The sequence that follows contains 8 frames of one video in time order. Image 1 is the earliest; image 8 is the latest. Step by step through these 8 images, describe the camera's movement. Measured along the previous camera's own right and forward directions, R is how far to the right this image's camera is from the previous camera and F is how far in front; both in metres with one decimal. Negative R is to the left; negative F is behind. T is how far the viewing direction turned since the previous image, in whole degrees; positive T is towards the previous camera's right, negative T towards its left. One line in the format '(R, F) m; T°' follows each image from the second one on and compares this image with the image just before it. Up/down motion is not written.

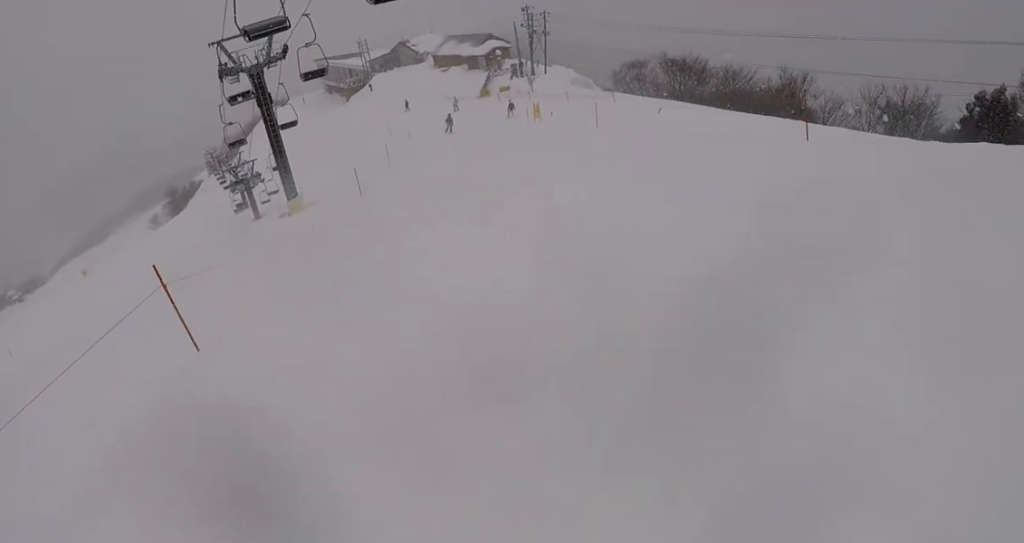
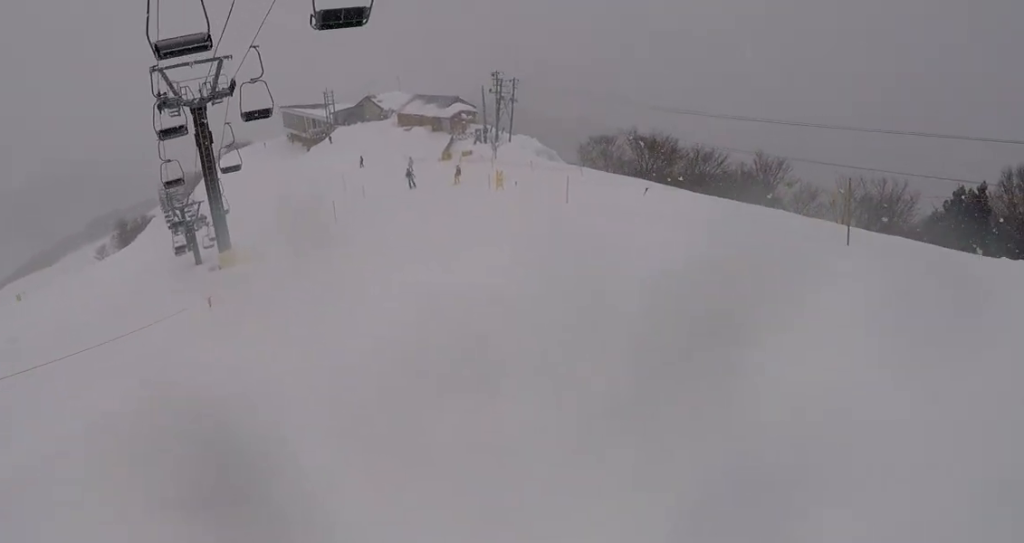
(+0.9, +3.4) m; +6°
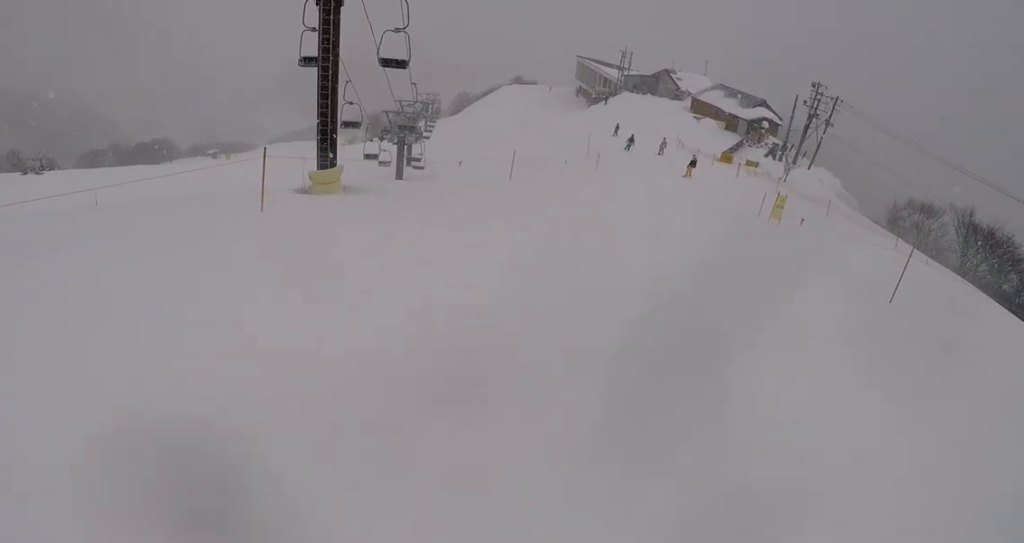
(-0.1, +12.2) m; -4°
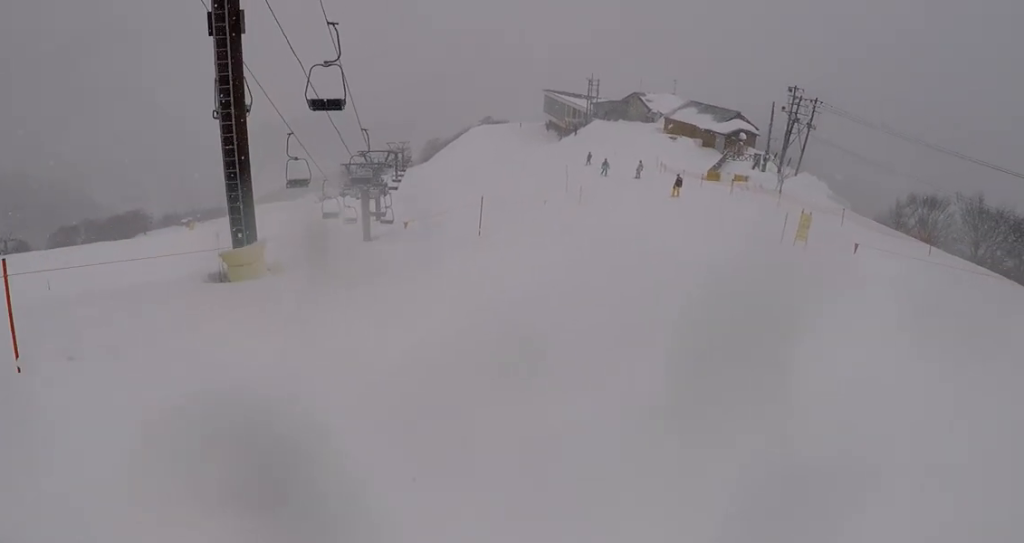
(0.0, +4.9) m; -1°
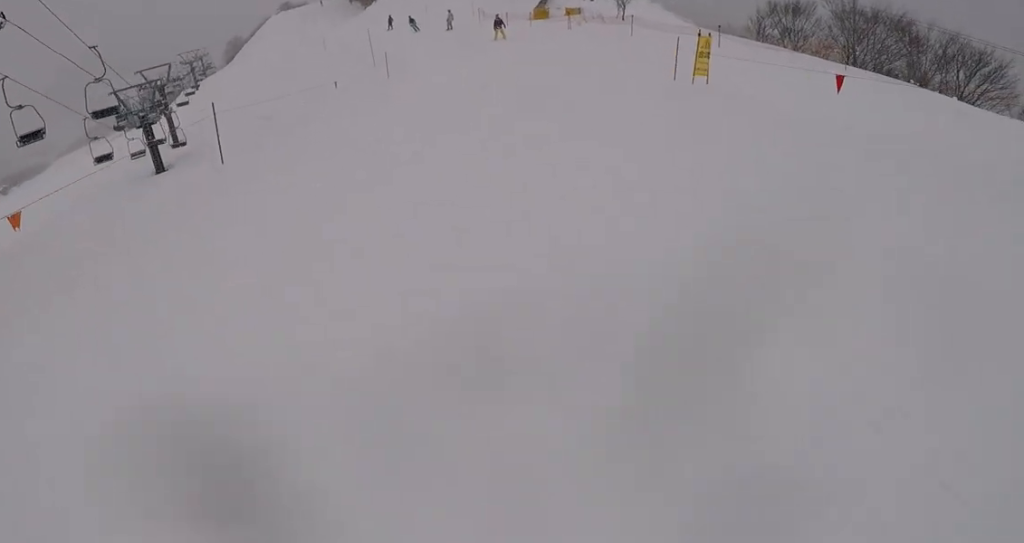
(-0.1, +6.5) m; -3°
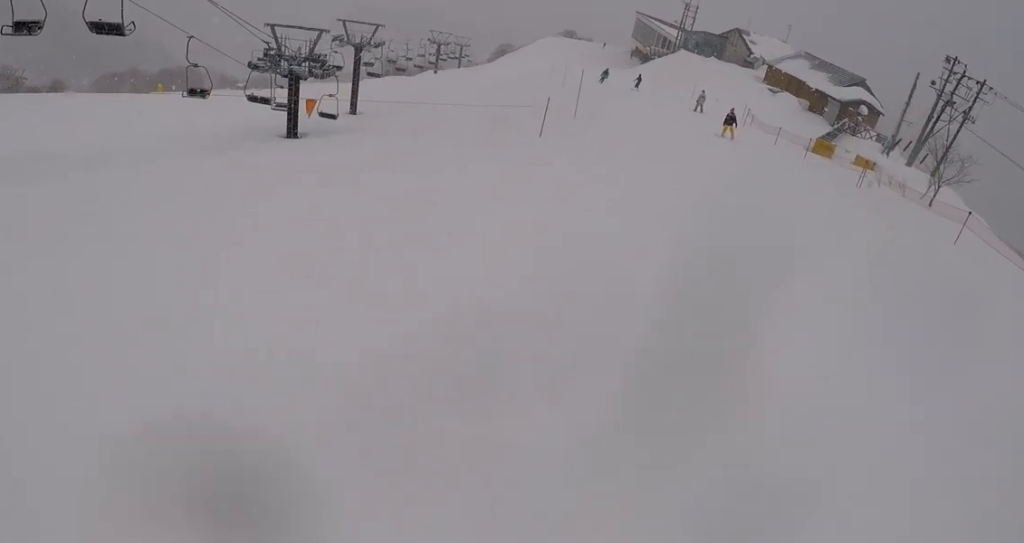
(-1.5, +11.9) m; -8°
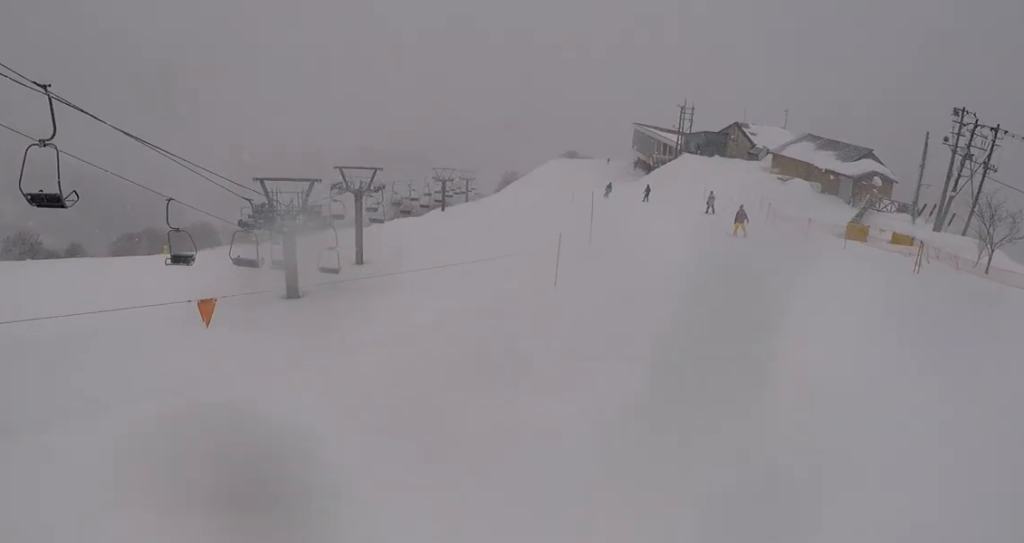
(-0.4, +3.2) m; +2°
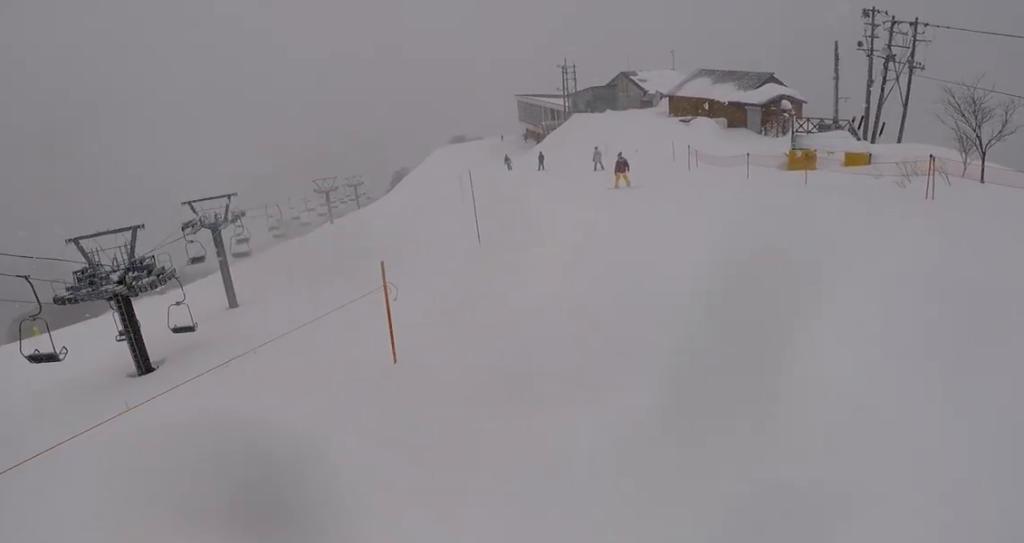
(+1.1, +6.4) m; +10°
